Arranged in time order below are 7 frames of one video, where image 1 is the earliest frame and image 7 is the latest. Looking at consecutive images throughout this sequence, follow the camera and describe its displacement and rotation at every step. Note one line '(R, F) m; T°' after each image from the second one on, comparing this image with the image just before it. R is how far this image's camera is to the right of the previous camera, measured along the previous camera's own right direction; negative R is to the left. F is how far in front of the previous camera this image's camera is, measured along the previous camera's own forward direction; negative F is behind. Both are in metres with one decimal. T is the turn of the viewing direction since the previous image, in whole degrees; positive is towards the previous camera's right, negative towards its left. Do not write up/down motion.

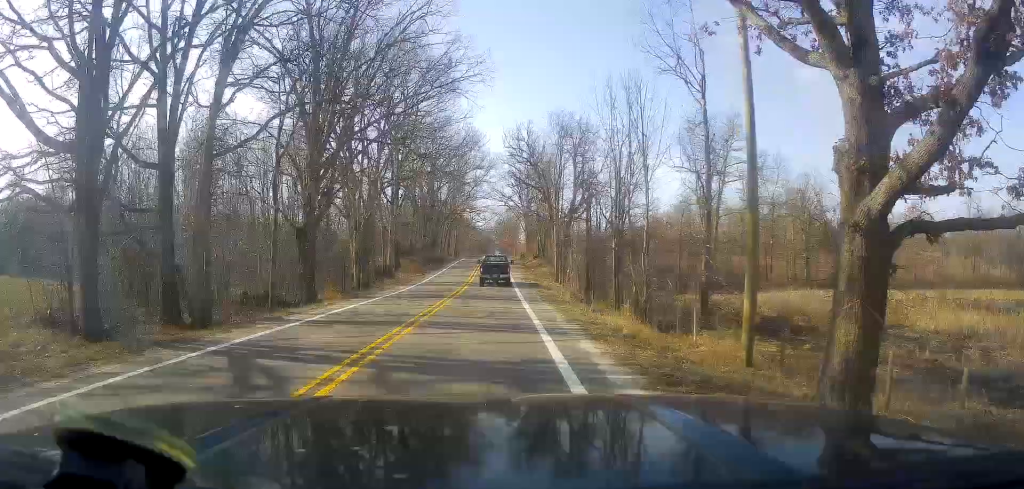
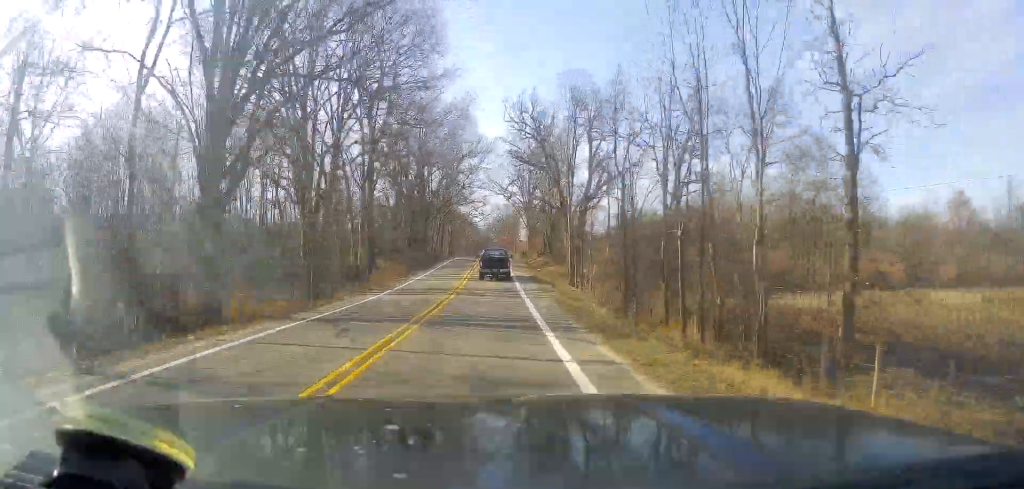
(+0.4, +11.9) m; 0°
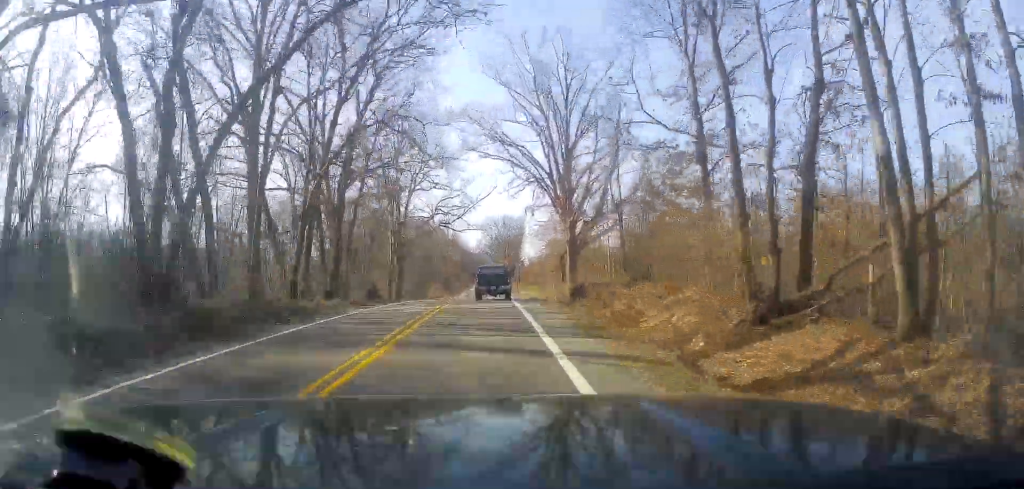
(-1.4, +64.6) m; +1°
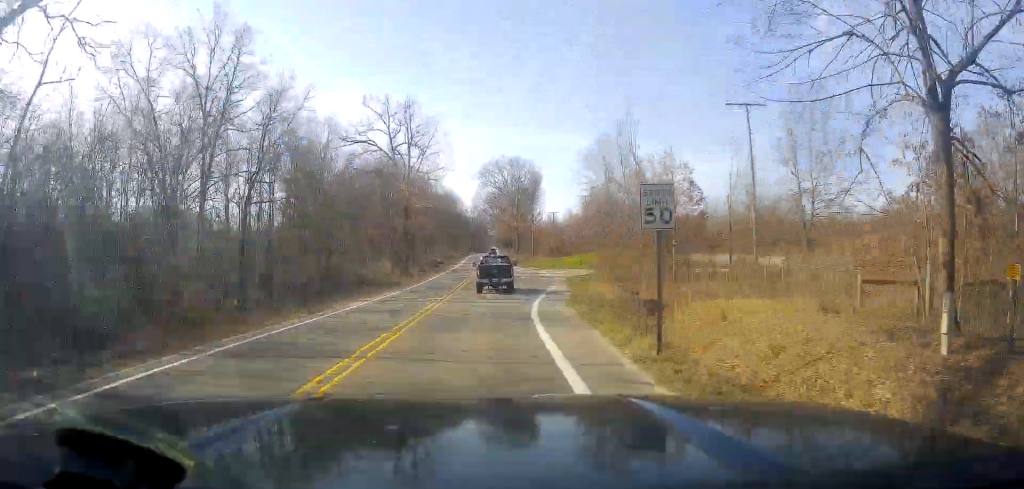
(0.0, +57.0) m; -1°
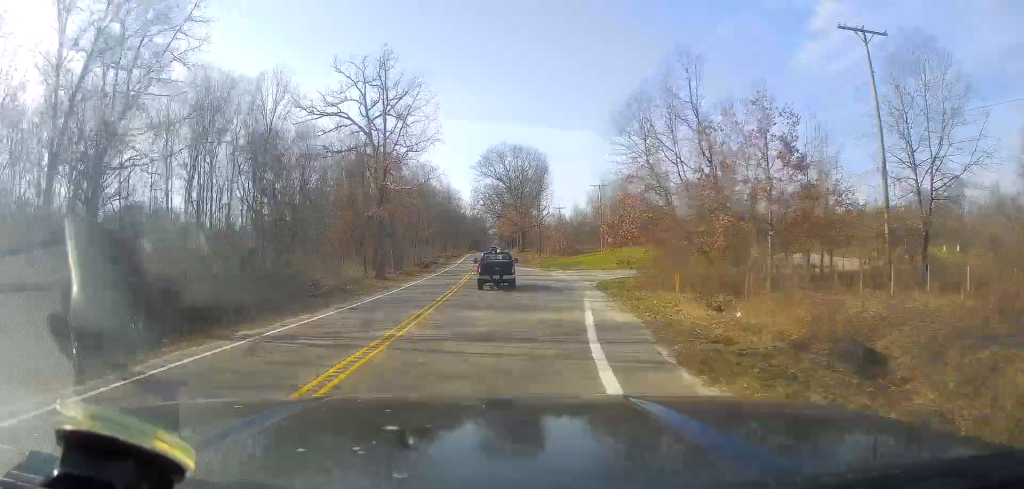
(-0.1, +14.2) m; 0°
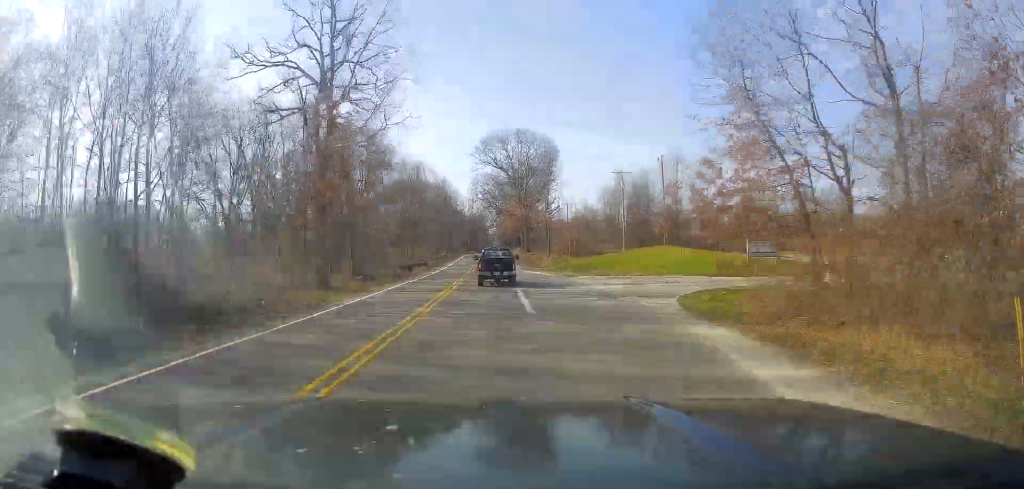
(+0.2, +16.3) m; +1°
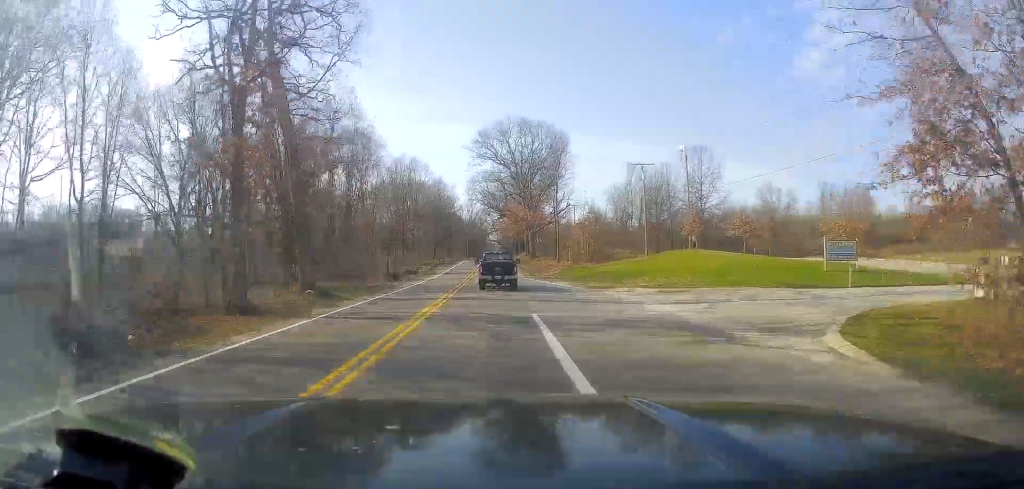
(+0.2, +11.2) m; 0°
